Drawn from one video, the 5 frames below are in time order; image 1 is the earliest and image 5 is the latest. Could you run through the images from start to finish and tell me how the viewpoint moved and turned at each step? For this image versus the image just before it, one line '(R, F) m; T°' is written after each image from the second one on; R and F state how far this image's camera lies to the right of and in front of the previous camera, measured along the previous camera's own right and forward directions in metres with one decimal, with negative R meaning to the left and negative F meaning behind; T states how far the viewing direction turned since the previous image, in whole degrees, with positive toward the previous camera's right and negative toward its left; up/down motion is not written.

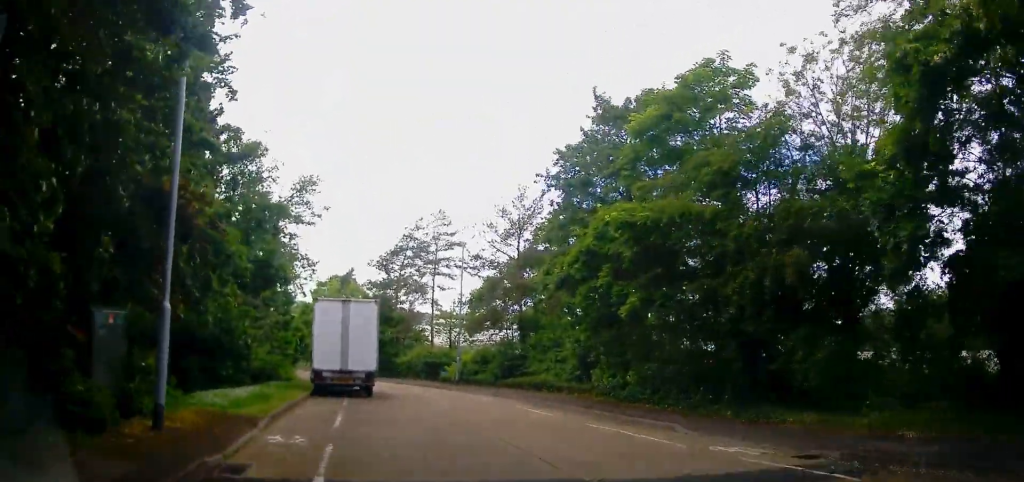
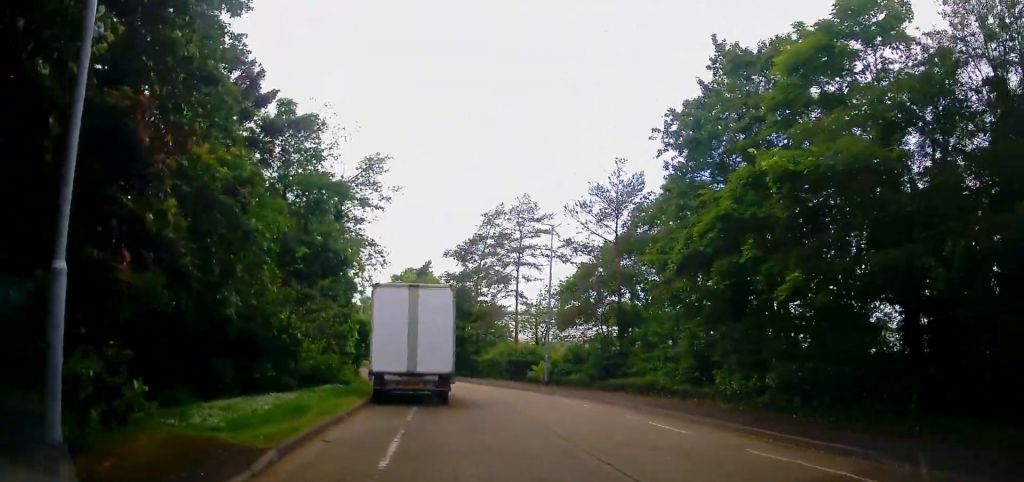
(-0.6, +3.5) m; -7°
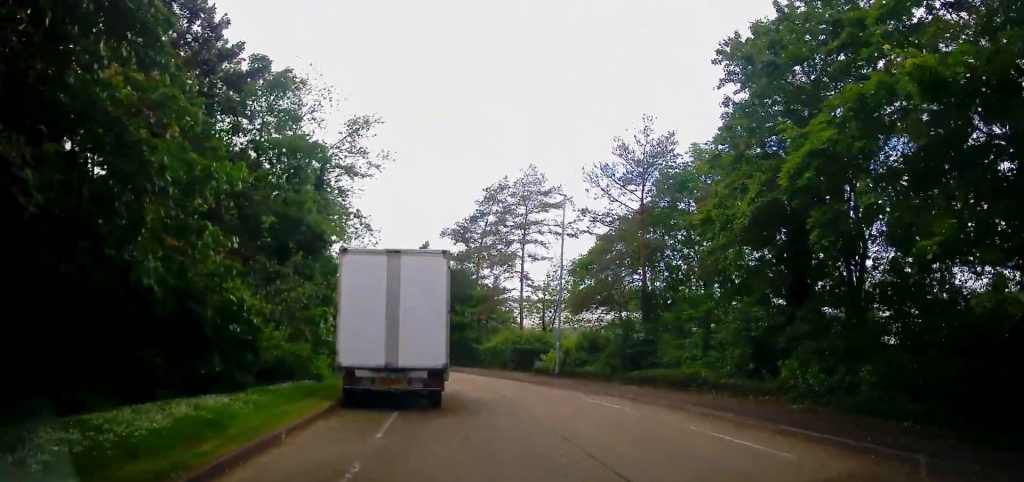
(+0.2, +3.8) m; +1°
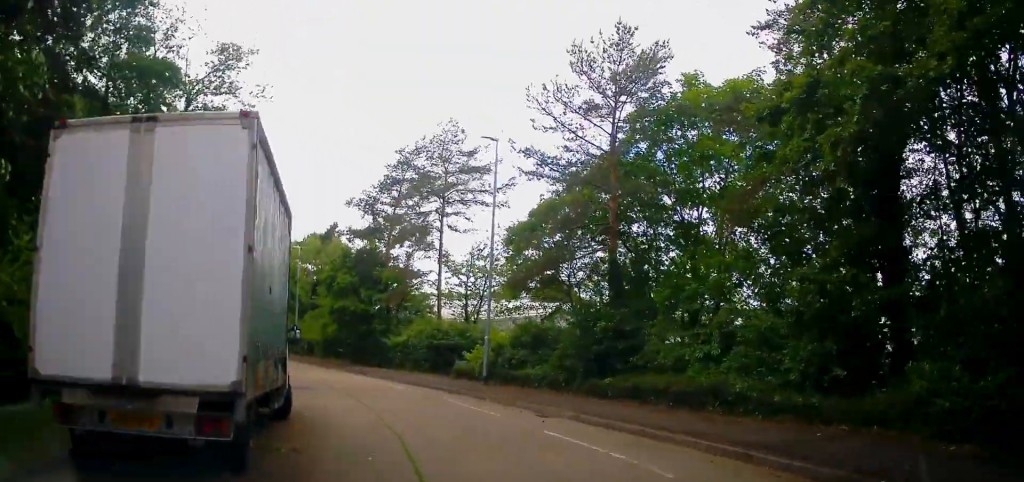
(-0.1, +6.8) m; +1°
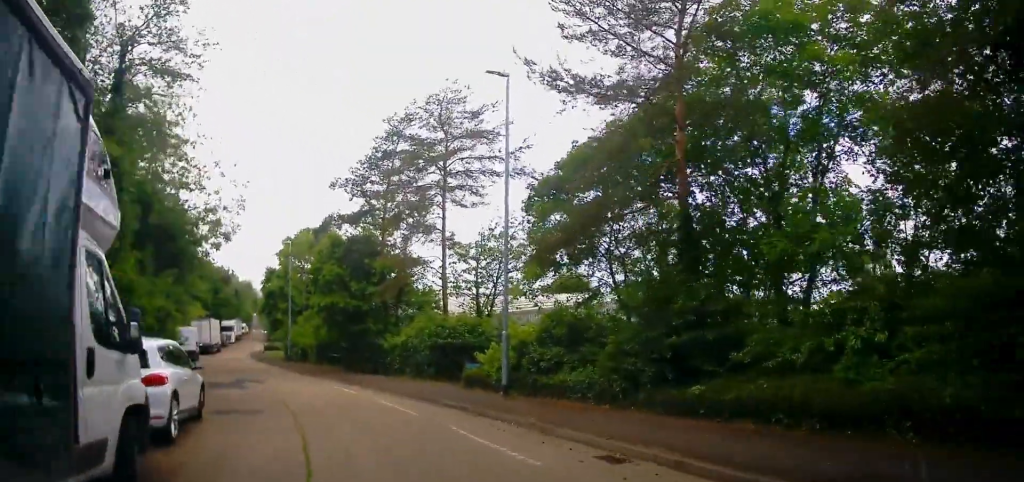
(+0.2, +5.0) m; +1°
